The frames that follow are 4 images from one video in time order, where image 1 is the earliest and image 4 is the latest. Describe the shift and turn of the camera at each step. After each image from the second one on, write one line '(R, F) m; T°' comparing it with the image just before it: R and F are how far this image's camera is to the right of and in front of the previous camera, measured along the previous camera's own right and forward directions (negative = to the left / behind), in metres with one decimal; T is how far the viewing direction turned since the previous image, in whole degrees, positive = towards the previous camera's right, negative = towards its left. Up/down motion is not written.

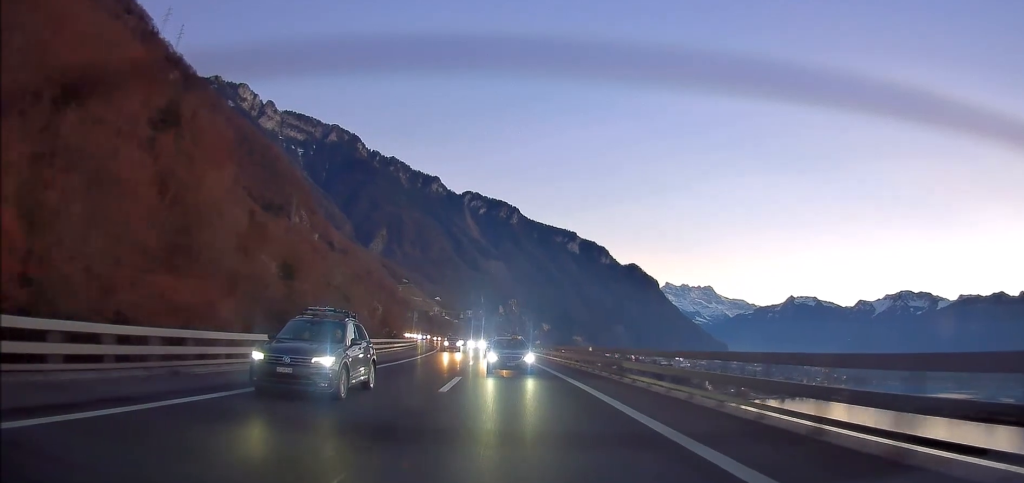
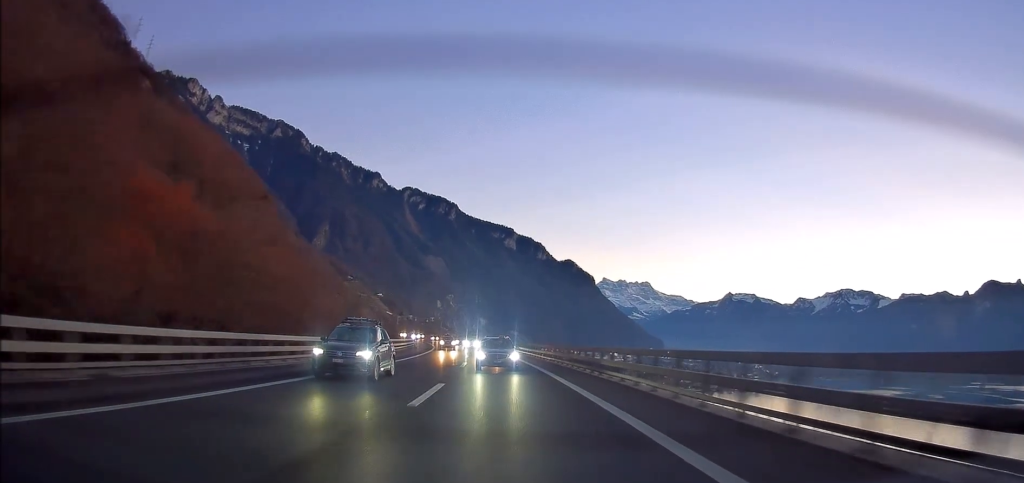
(+3.0, +68.7) m; +6°
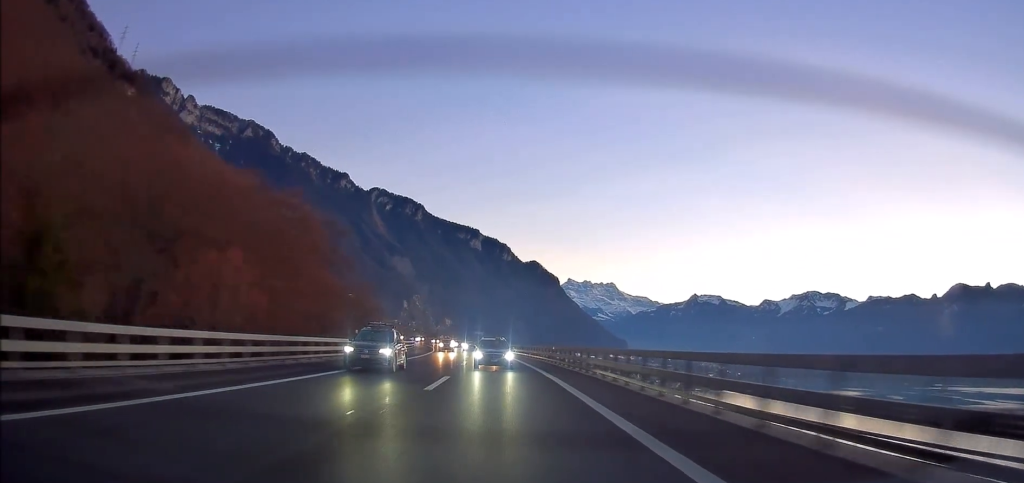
(+1.3, +40.0) m; +3°
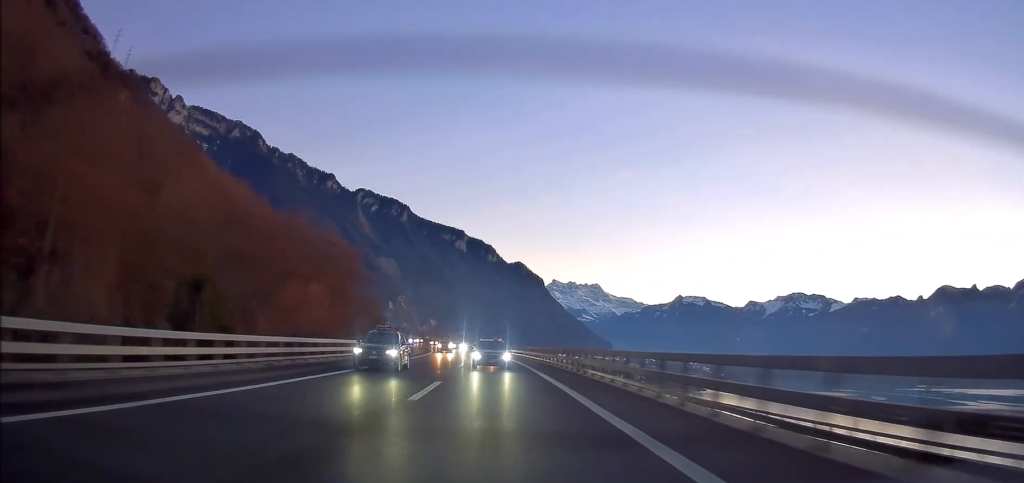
(+0.1, +15.6) m; +1°
